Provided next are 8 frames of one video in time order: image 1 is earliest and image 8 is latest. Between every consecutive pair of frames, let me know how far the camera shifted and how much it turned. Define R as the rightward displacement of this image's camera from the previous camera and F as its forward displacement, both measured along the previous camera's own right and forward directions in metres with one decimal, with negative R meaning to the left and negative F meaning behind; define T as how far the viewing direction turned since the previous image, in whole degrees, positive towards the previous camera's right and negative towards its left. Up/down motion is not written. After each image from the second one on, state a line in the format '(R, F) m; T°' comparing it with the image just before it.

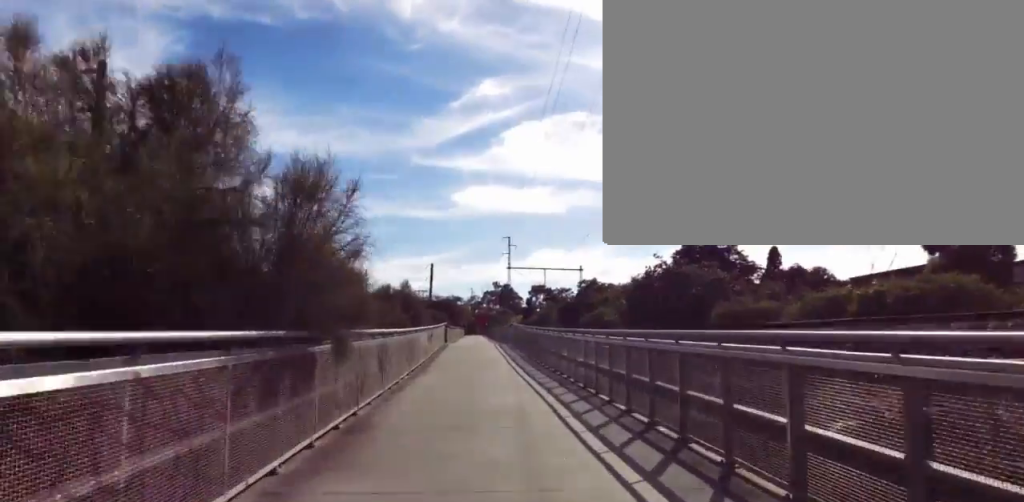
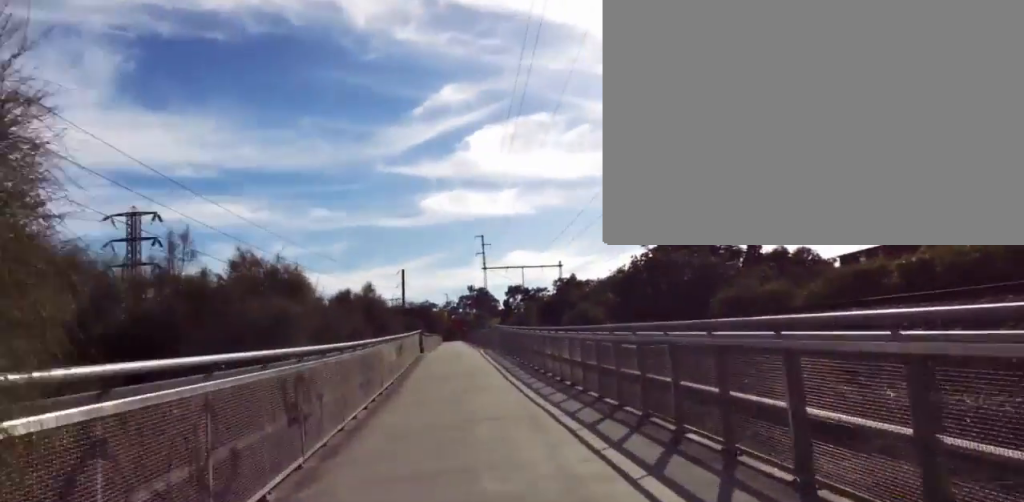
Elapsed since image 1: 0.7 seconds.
(0.0, +4.2) m; +2°
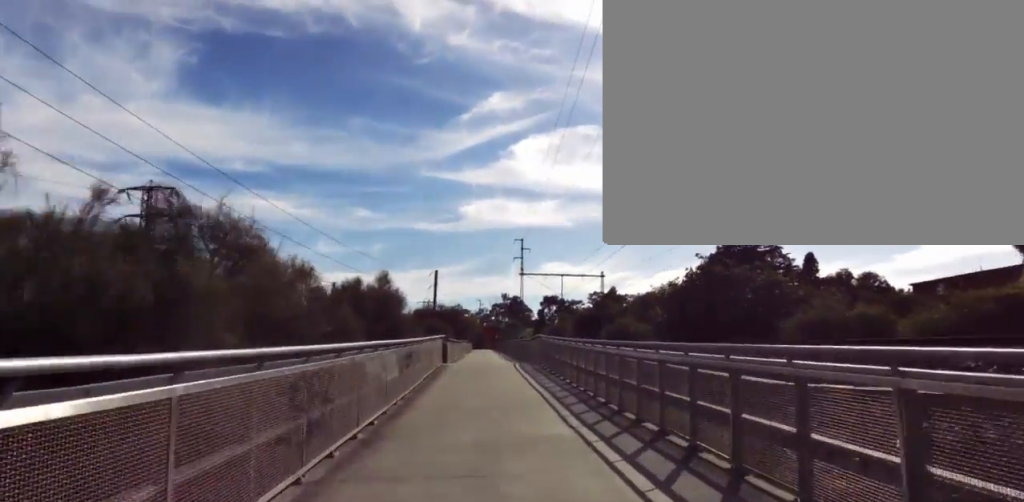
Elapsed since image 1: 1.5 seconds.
(+0.1, +5.1) m; +2°
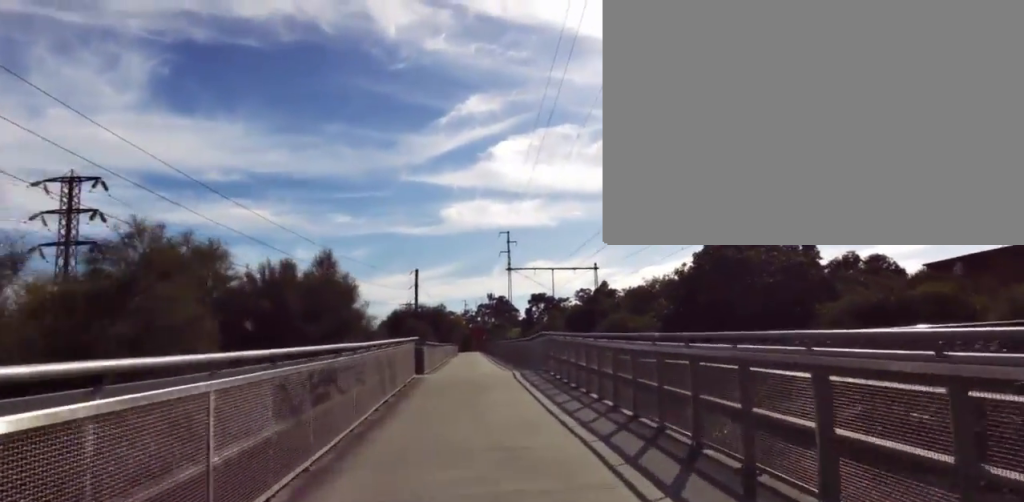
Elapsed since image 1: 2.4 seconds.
(+0.2, +6.1) m; -1°
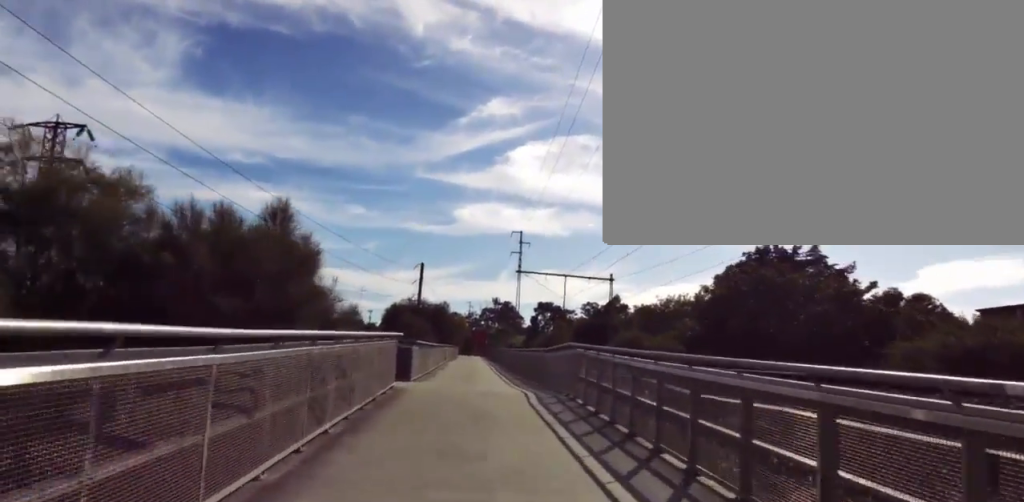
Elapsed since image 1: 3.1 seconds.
(-0.3, +4.3) m; -3°
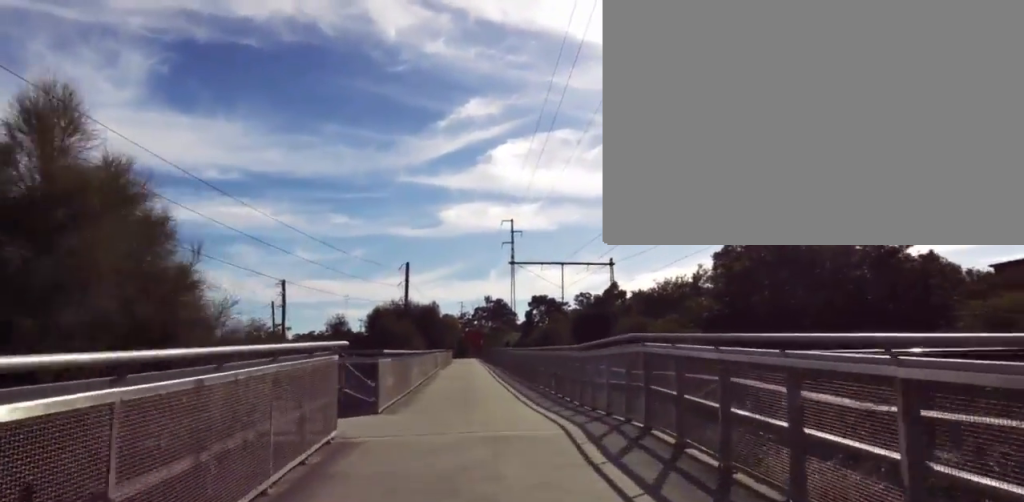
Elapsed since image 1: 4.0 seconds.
(-0.1, +4.8) m; -1°
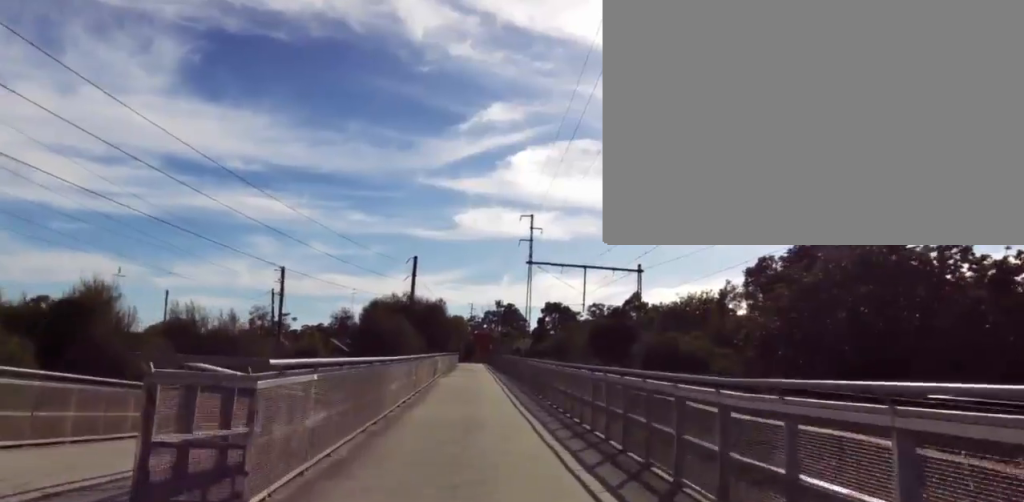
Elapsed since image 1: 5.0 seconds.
(0.0, +6.2) m; 0°
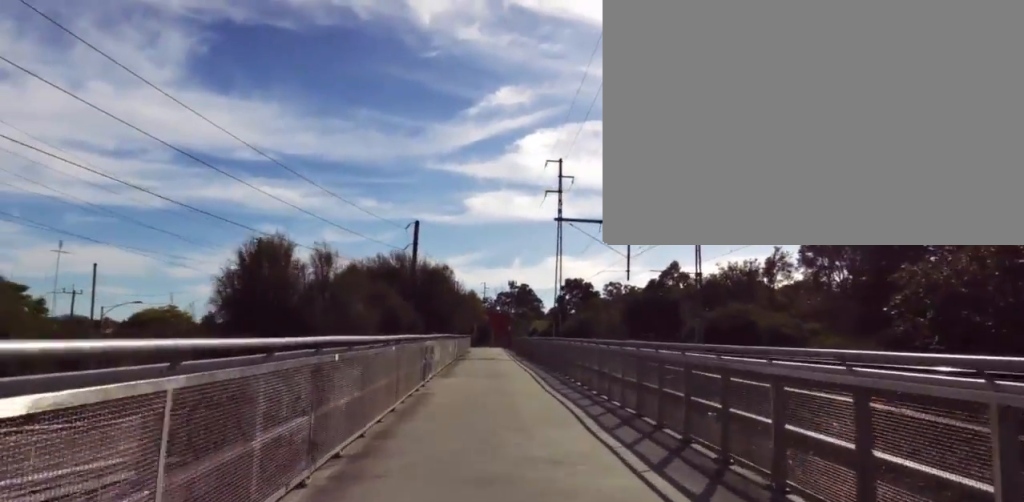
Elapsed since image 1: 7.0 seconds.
(0.0, +11.5) m; 0°
